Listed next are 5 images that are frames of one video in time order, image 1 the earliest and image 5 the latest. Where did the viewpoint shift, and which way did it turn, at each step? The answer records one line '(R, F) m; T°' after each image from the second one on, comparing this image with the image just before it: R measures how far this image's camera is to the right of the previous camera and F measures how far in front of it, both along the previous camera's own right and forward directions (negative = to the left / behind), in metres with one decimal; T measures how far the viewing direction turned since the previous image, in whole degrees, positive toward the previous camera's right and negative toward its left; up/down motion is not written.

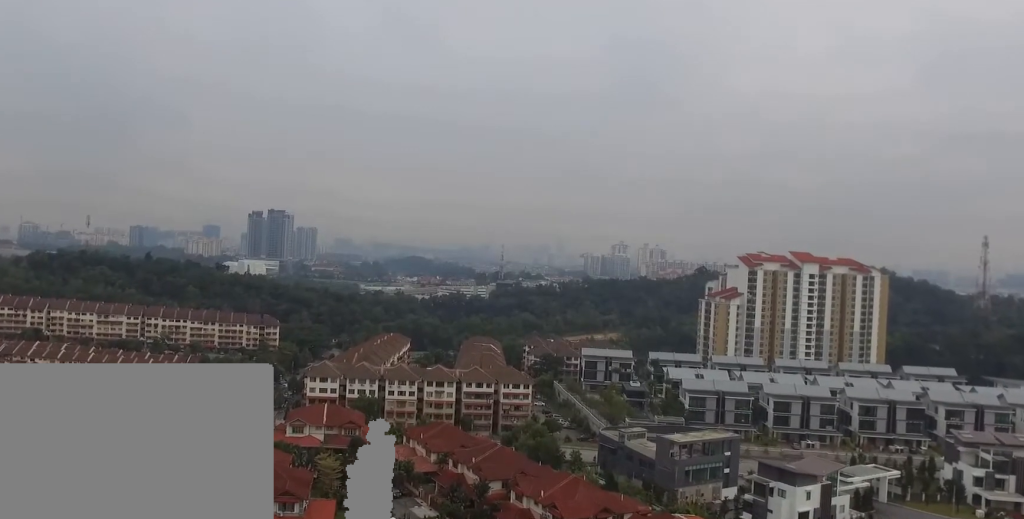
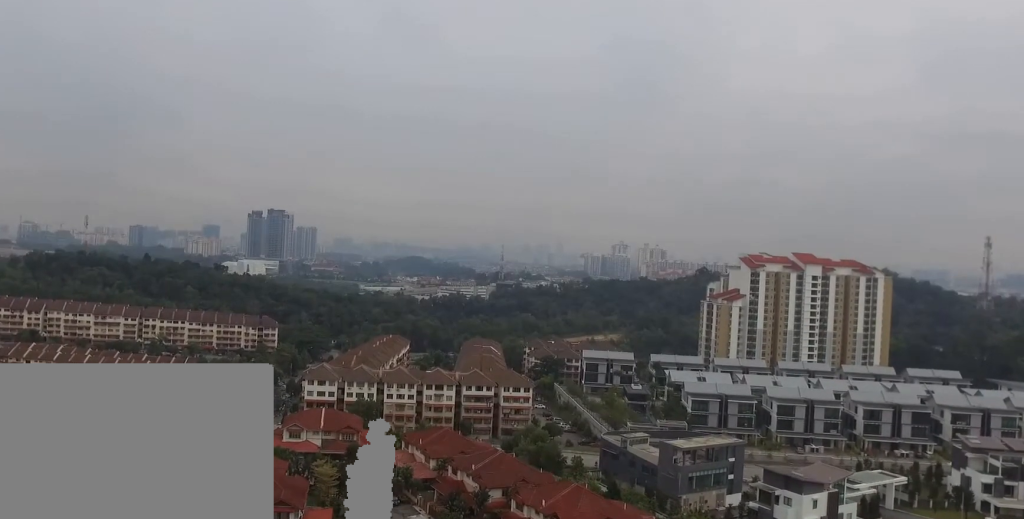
(0.0, +3.0) m; 0°
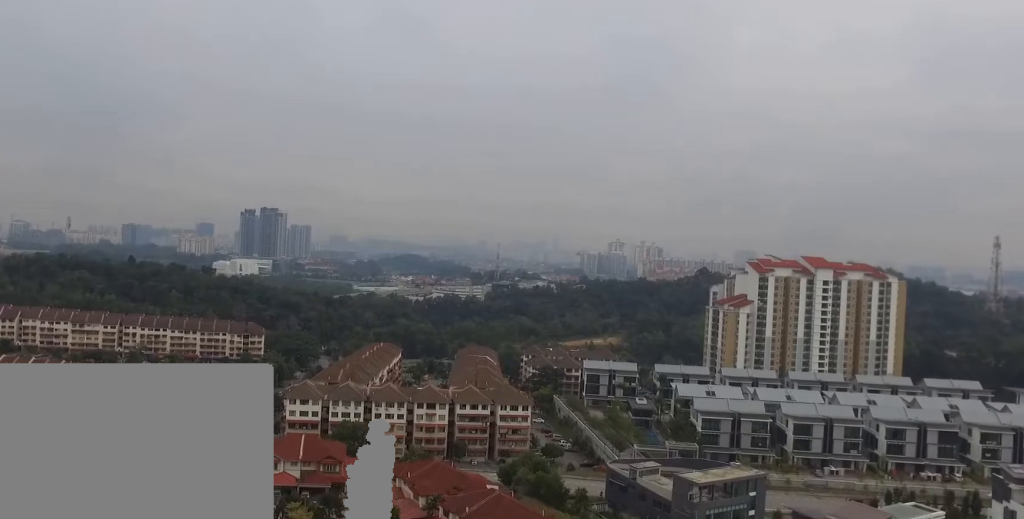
(+0.1, +17.2) m; +1°
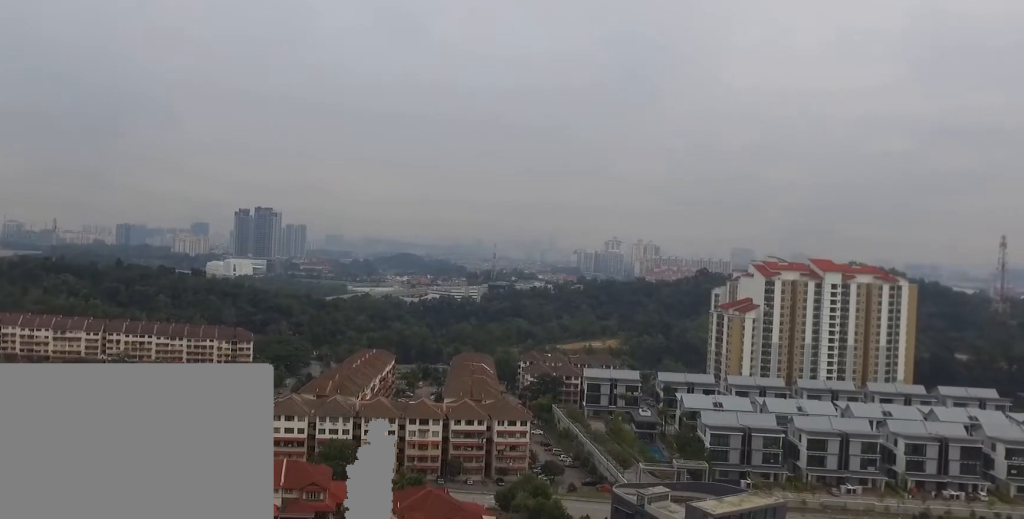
(0.0, +12.8) m; 0°
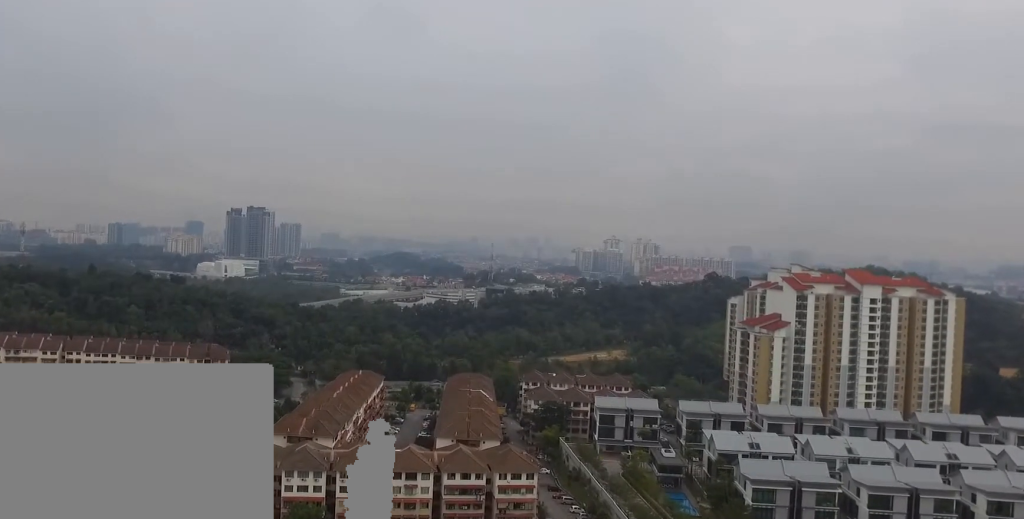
(-0.3, +34.2) m; -1°
